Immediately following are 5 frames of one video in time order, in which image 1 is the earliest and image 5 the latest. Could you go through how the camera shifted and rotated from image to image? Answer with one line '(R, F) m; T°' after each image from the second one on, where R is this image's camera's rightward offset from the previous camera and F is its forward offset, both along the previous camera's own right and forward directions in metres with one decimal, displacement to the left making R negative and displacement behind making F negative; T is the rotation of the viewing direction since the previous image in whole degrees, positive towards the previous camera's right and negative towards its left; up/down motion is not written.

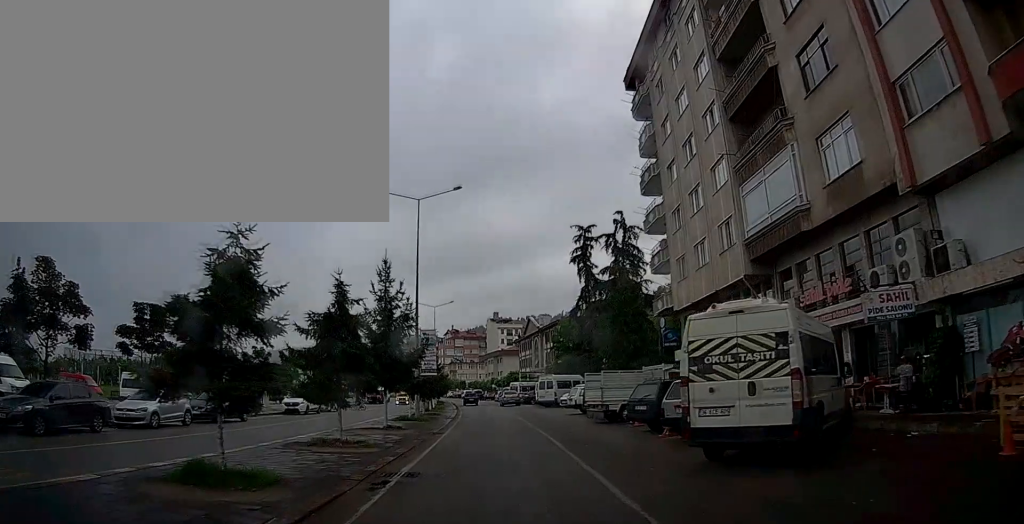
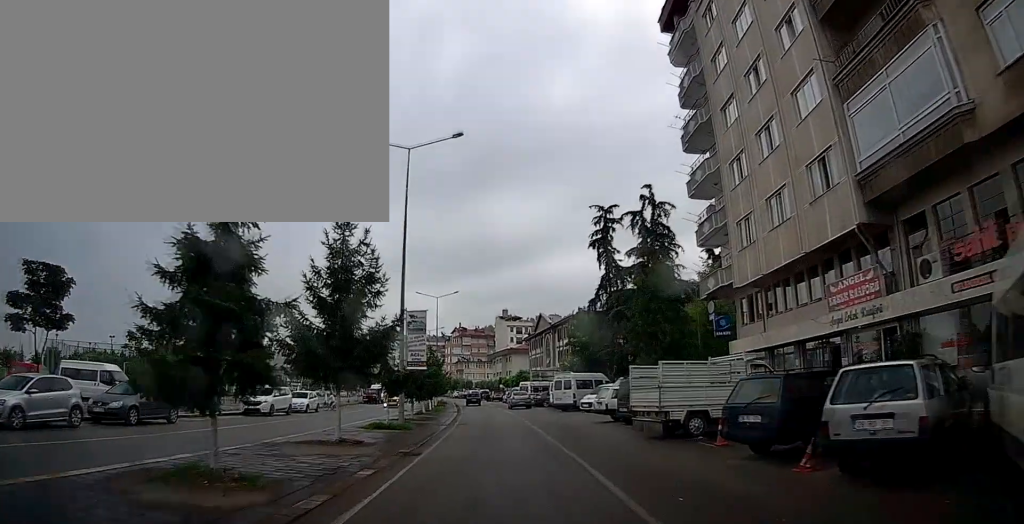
(-0.2, +7.5) m; -2°
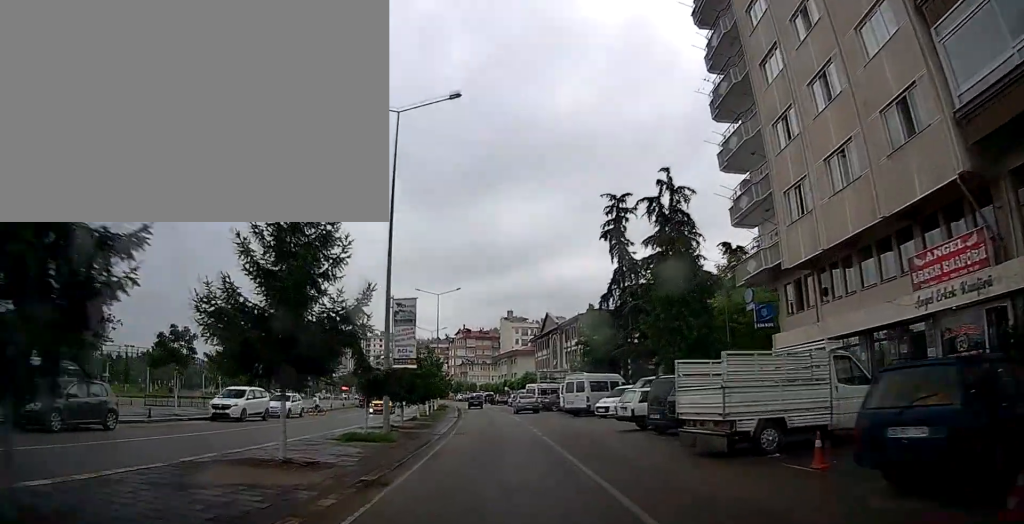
(0.0, +4.2) m; 0°
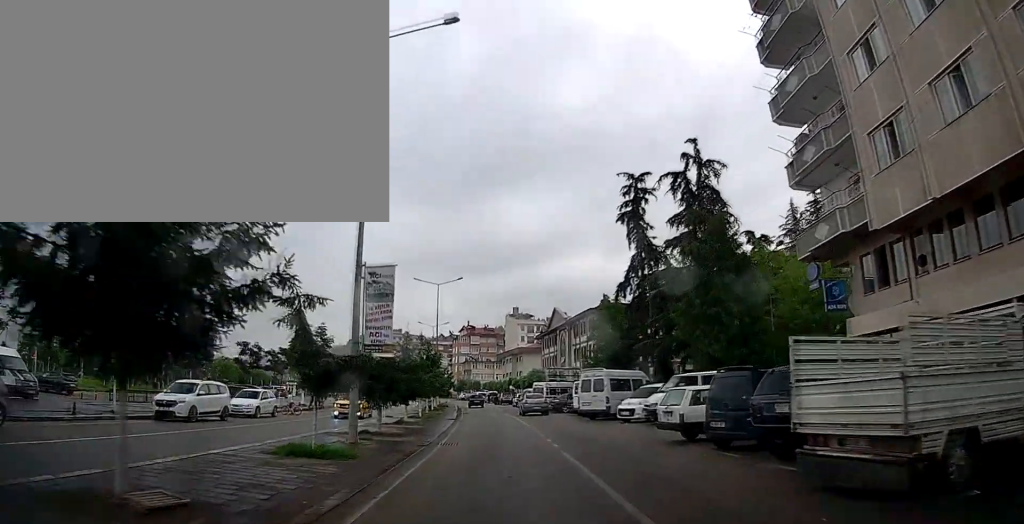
(0.0, +5.2) m; -1°
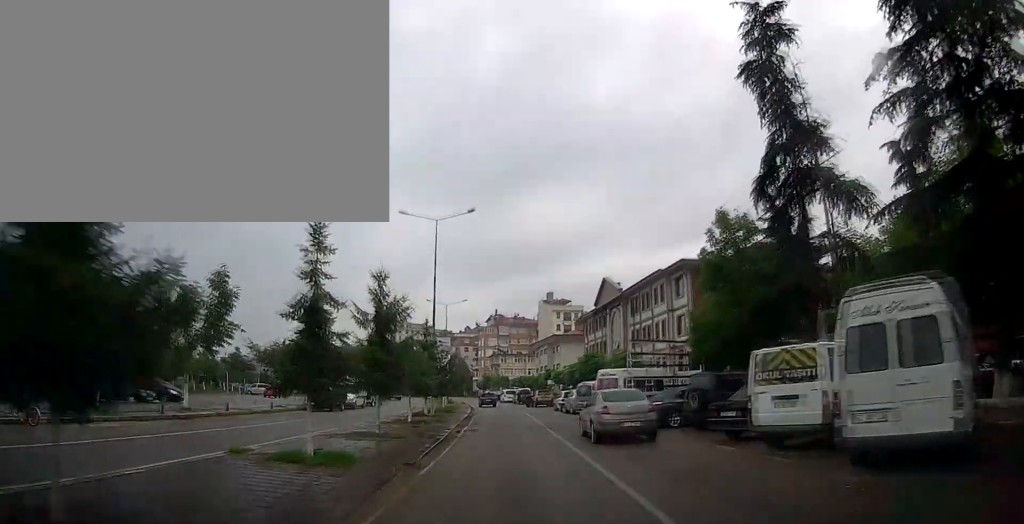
(-1.0, +22.1) m; -5°
